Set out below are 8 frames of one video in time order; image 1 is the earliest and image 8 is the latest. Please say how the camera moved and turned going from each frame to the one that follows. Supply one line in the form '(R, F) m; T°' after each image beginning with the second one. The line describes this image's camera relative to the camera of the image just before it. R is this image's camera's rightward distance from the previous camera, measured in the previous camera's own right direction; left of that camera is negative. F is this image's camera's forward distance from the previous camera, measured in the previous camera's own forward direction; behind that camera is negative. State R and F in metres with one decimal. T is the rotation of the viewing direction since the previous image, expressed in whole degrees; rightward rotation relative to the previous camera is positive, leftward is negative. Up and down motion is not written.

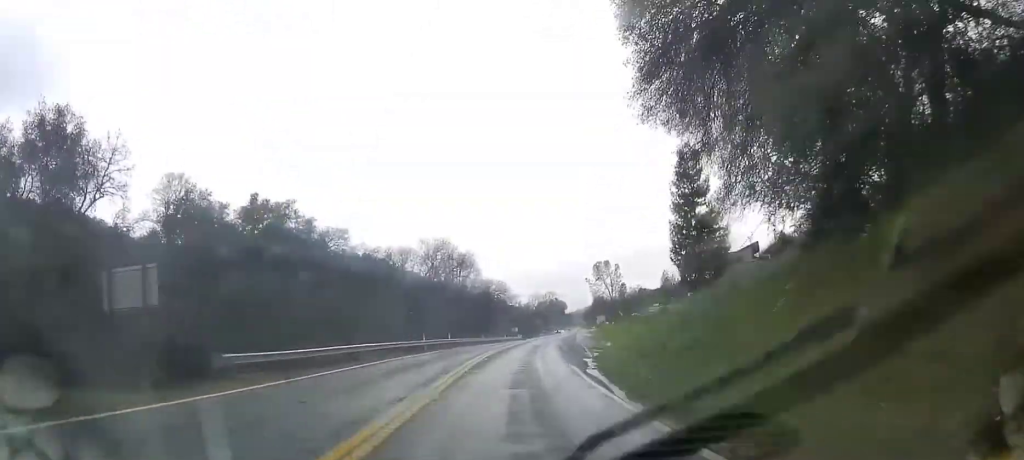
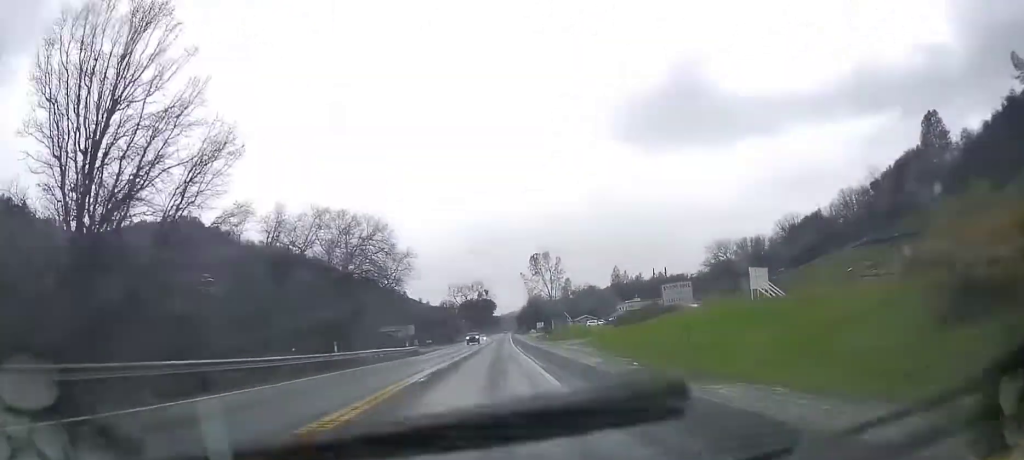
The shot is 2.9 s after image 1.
(+7.8, +64.5) m; +12°
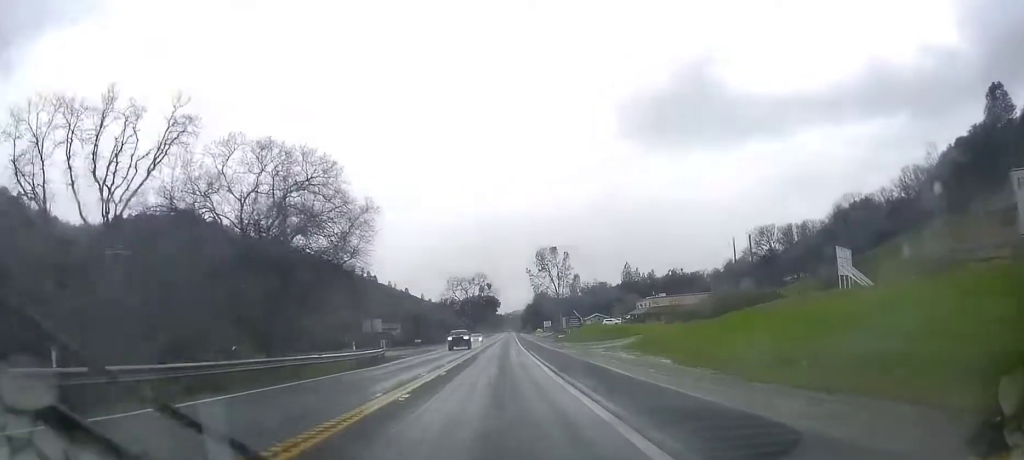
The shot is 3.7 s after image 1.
(+0.3, +18.6) m; +1°
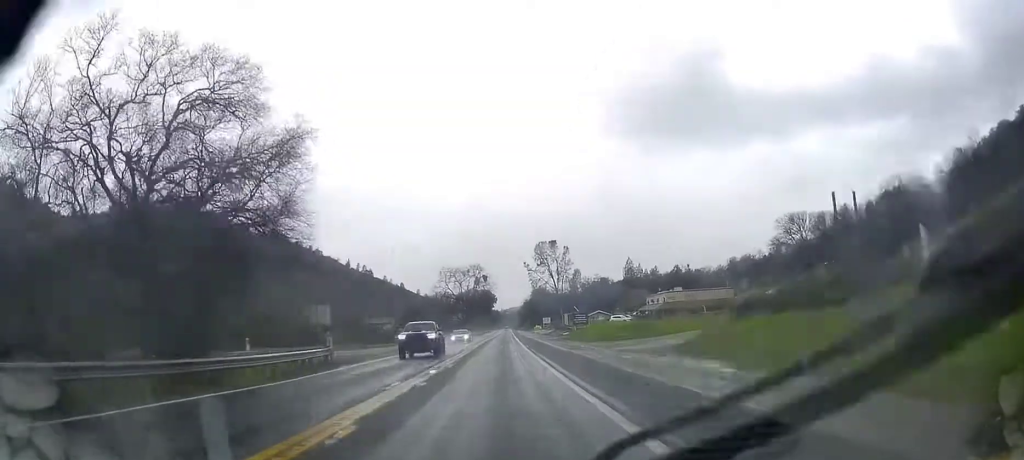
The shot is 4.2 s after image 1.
(0.0, +12.6) m; +1°
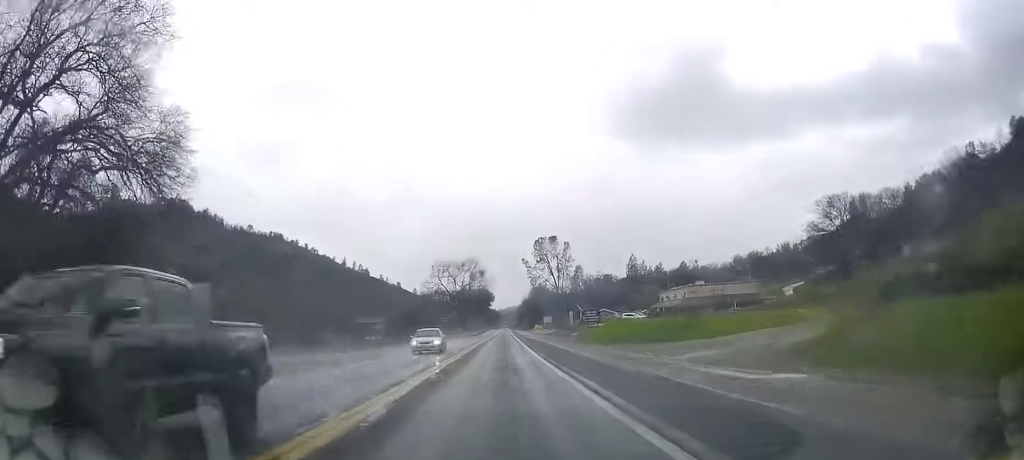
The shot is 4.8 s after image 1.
(0.0, +13.4) m; +1°
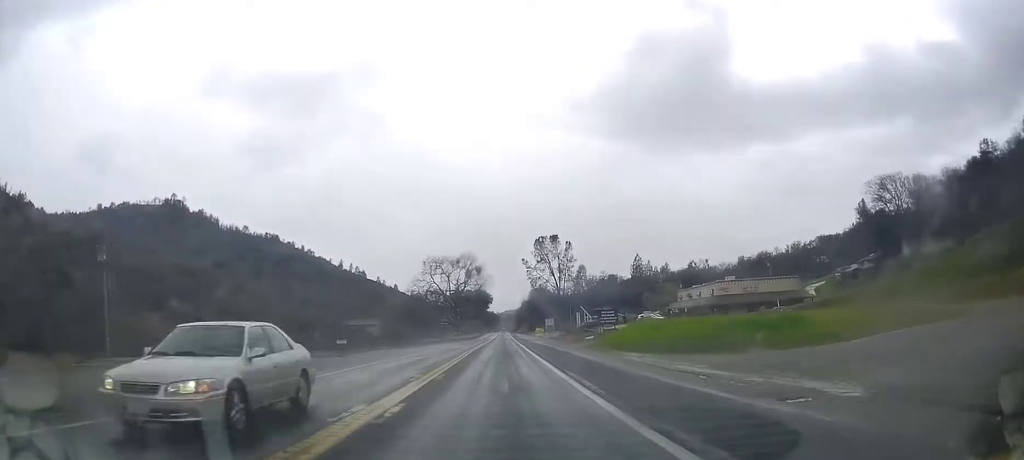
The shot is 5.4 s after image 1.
(+0.3, +13.4) m; 0°
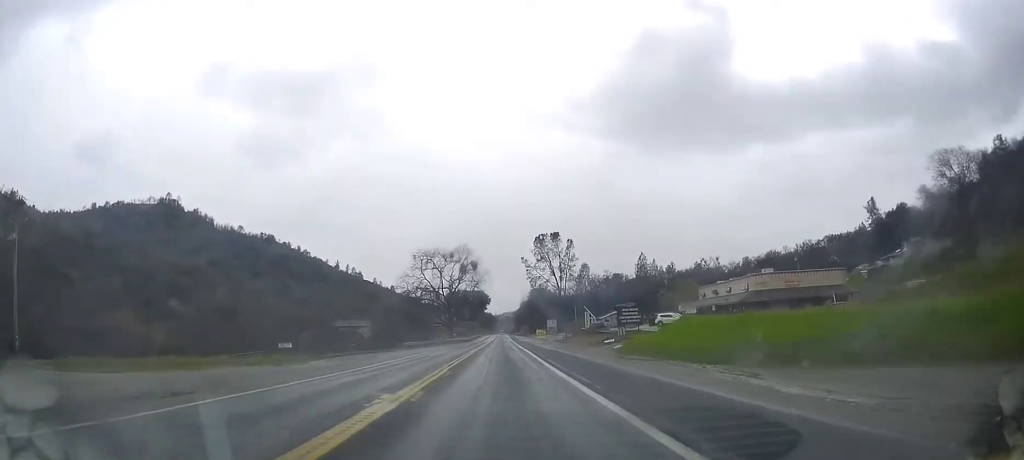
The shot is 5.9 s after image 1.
(+0.1, +12.7) m; 0°
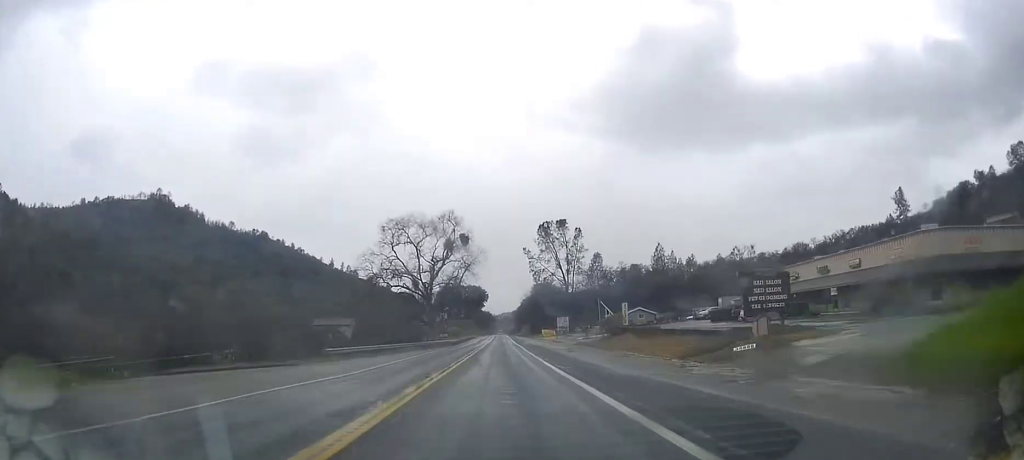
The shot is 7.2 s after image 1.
(-0.5, +30.1) m; 0°
